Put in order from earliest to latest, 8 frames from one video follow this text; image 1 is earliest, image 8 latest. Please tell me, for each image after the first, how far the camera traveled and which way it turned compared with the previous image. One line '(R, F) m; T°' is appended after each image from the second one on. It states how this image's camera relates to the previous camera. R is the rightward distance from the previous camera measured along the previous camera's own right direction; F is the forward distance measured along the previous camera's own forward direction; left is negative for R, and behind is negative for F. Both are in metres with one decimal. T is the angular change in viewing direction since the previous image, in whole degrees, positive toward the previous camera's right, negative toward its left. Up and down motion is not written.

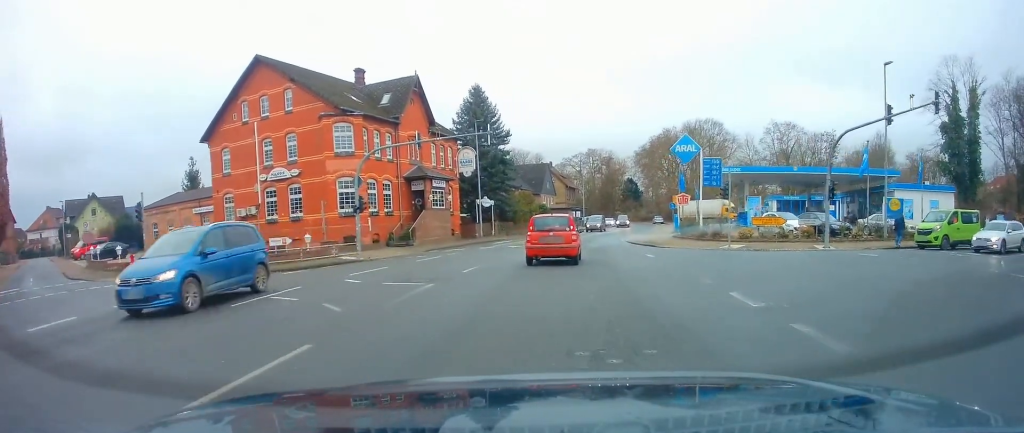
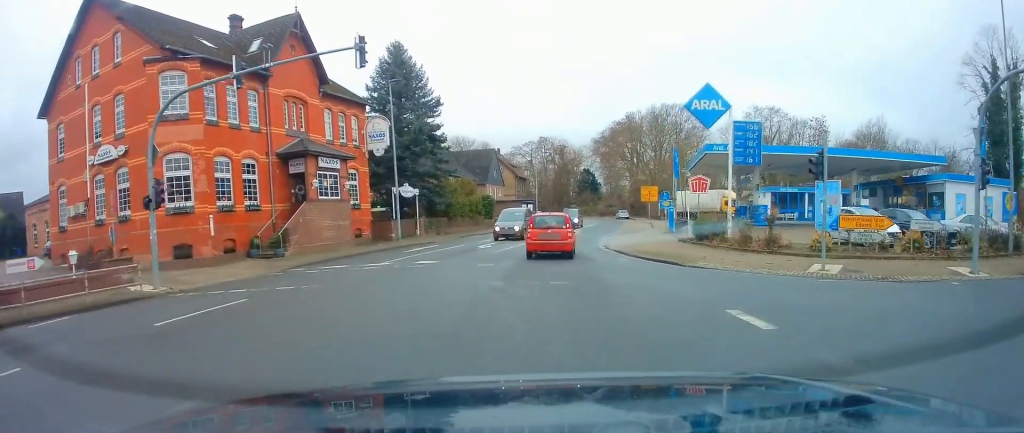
(+1.2, +13.6) m; +8°
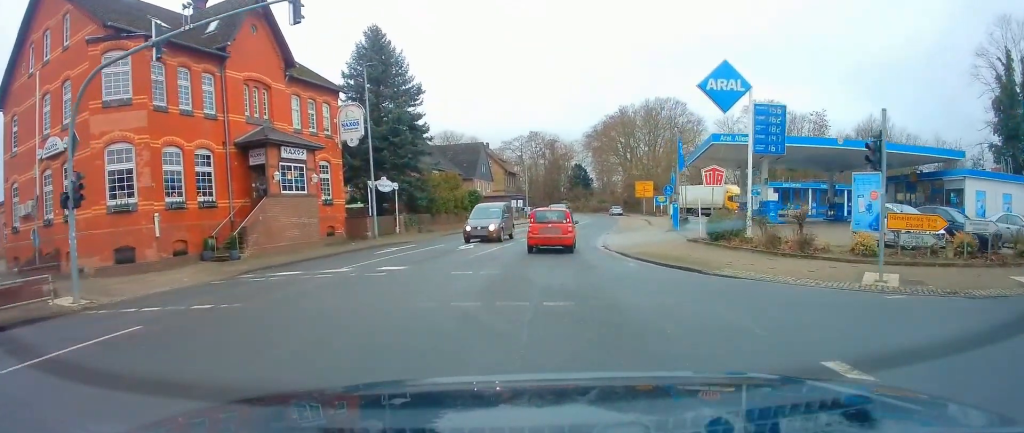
(0.0, +3.4) m; 0°
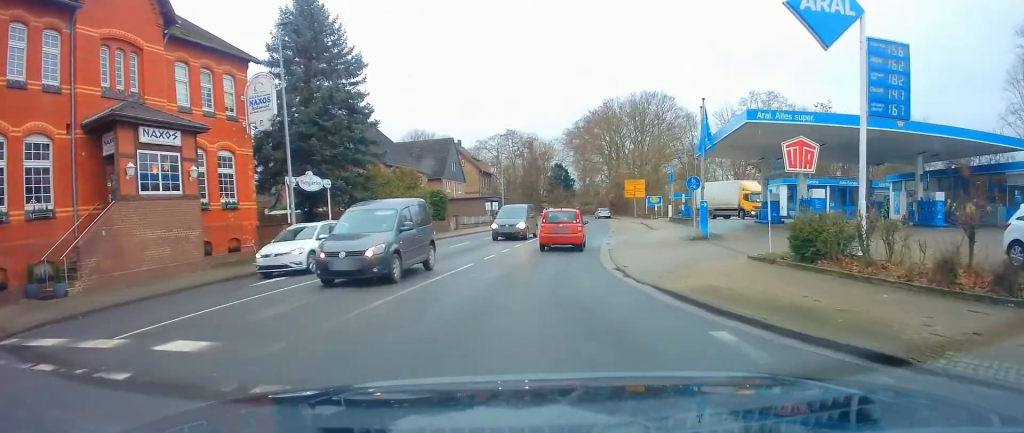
(0.0, +9.0) m; 0°
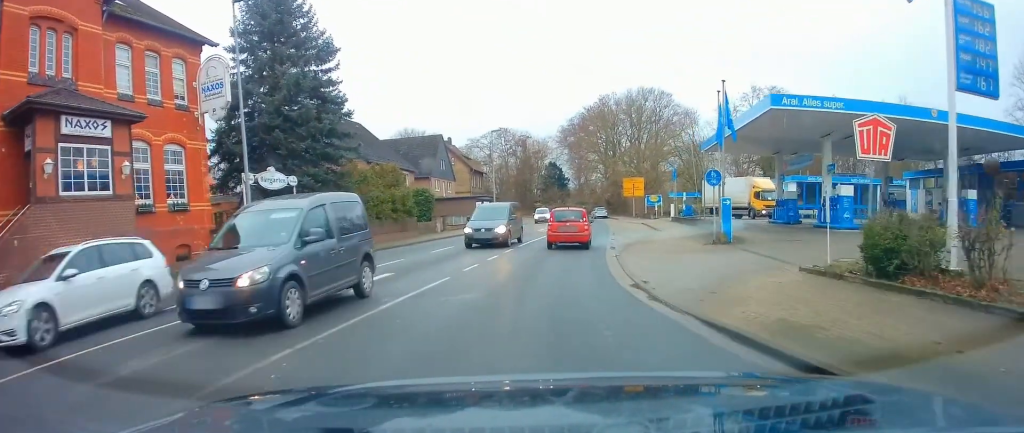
(0.0, +3.4) m; 0°
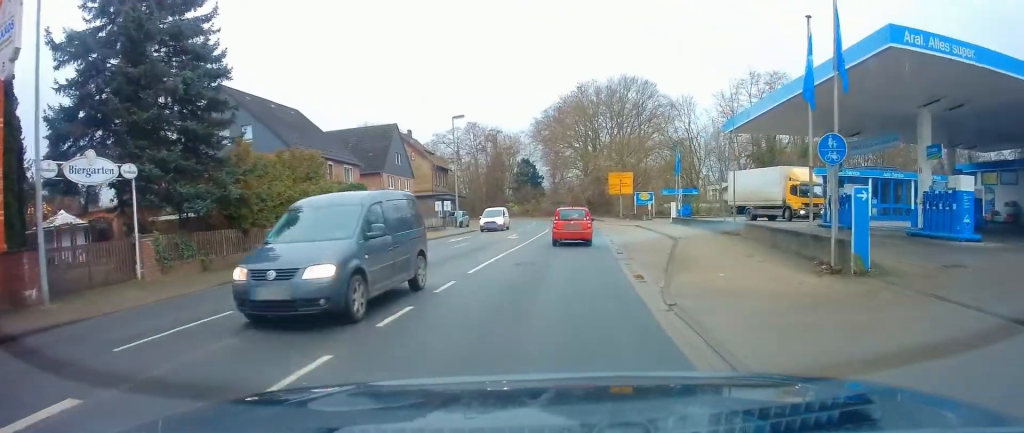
(+0.1, +9.8) m; +2°
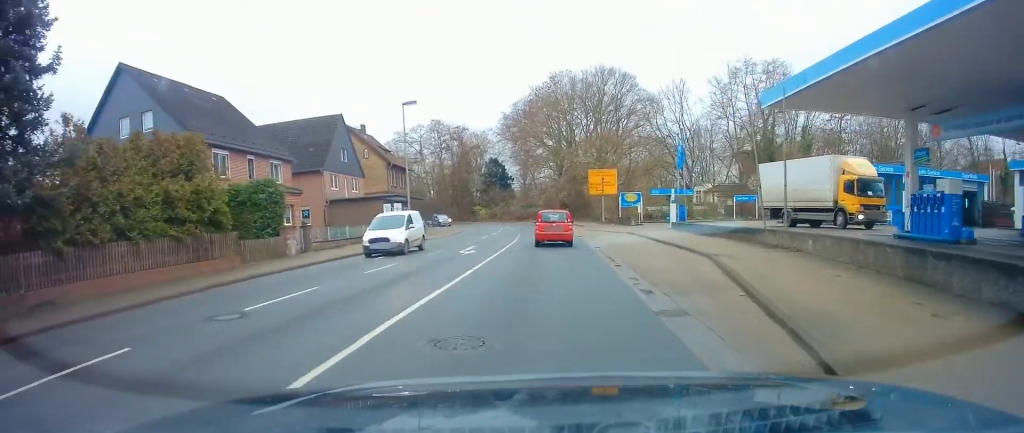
(+0.2, +8.5) m; +3°
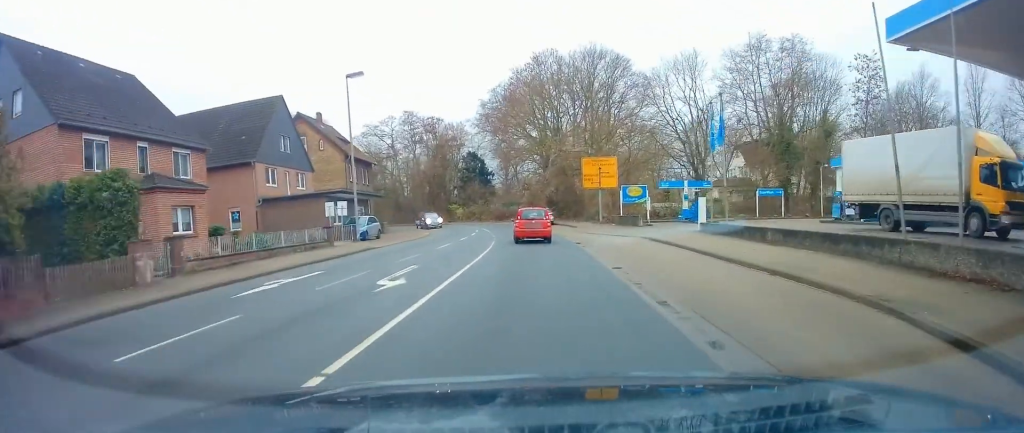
(+0.2, +9.5) m; +3°
